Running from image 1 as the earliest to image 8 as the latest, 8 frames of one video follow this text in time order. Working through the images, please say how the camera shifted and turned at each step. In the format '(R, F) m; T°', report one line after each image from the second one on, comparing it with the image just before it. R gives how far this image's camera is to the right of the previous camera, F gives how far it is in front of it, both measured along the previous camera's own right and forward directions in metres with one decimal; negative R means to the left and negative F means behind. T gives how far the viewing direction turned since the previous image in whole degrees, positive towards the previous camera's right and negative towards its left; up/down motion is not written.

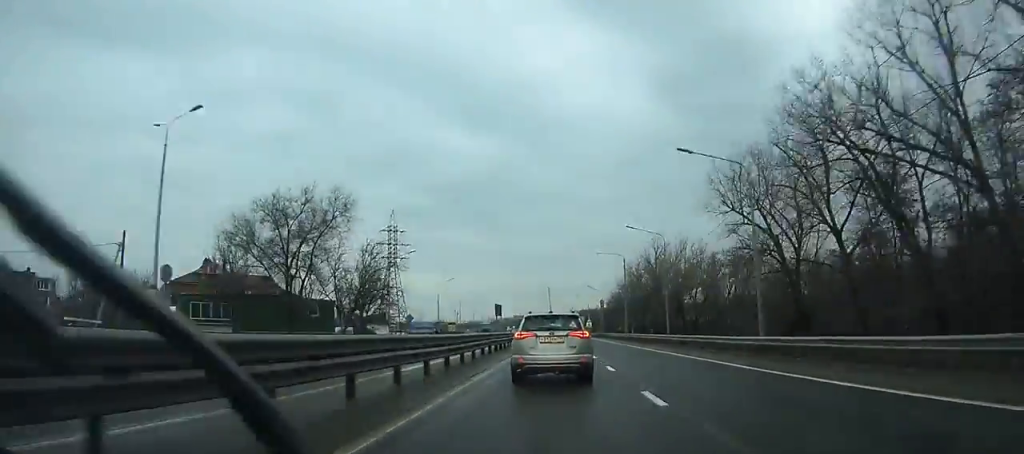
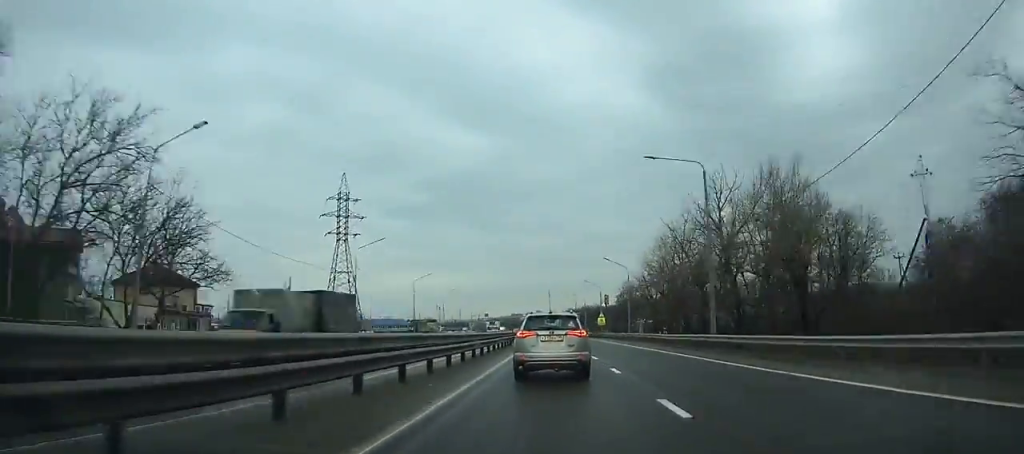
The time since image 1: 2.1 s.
(-0.1, +42.1) m; -1°
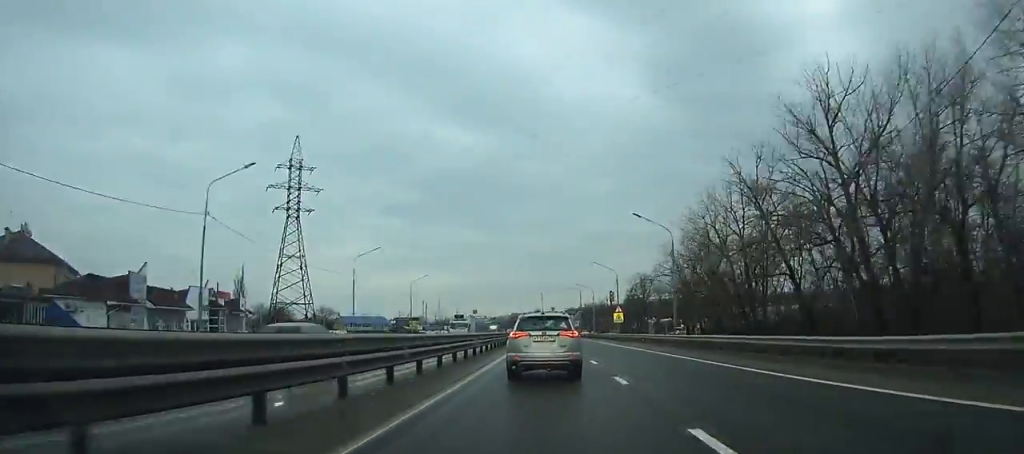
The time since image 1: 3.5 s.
(-0.2, +27.8) m; -1°
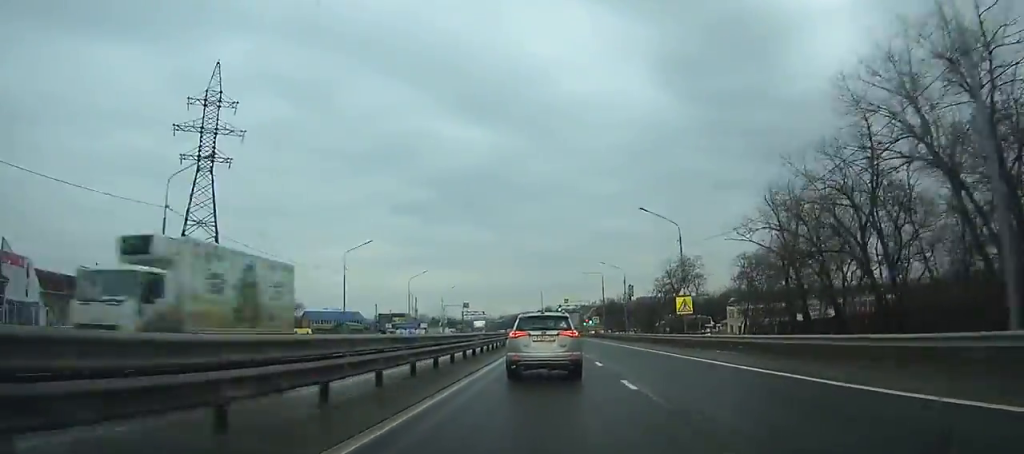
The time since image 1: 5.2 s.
(-0.1, +33.8) m; -1°
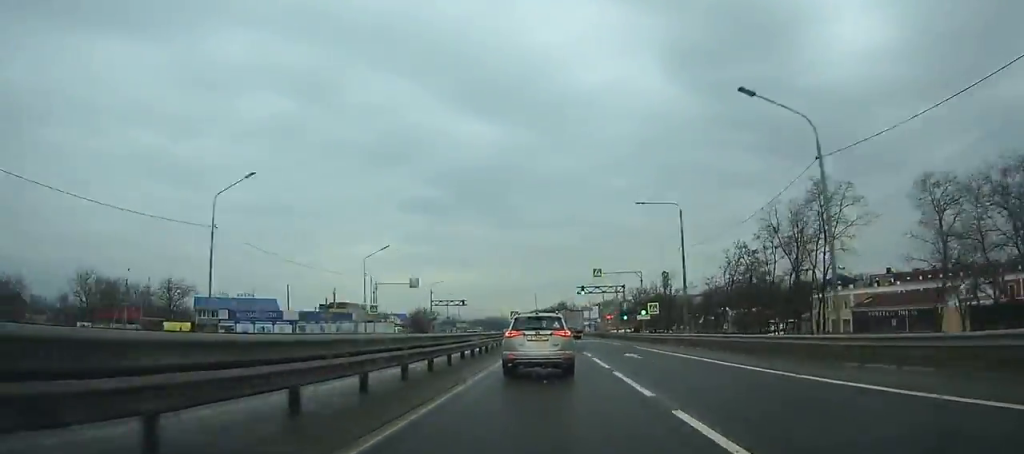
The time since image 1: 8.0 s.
(-0.8, +55.3) m; -2°
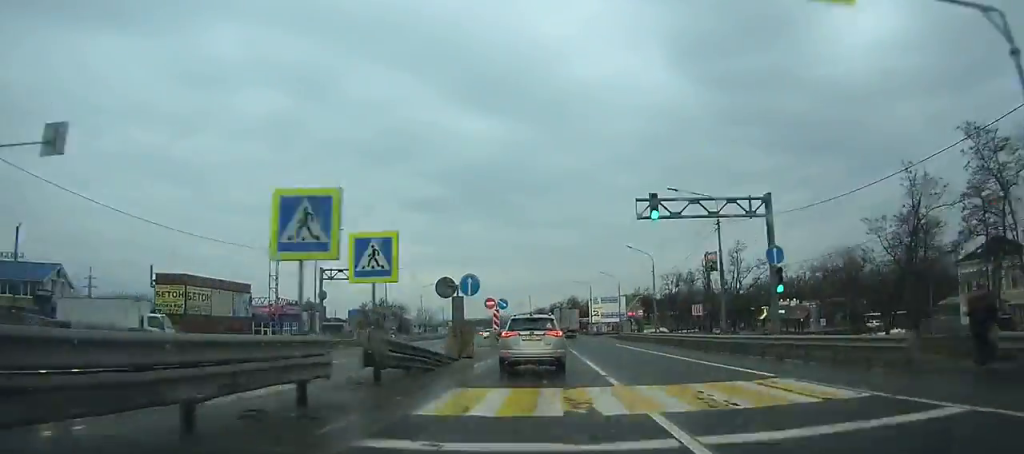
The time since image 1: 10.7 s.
(-0.8, +53.1) m; -1°
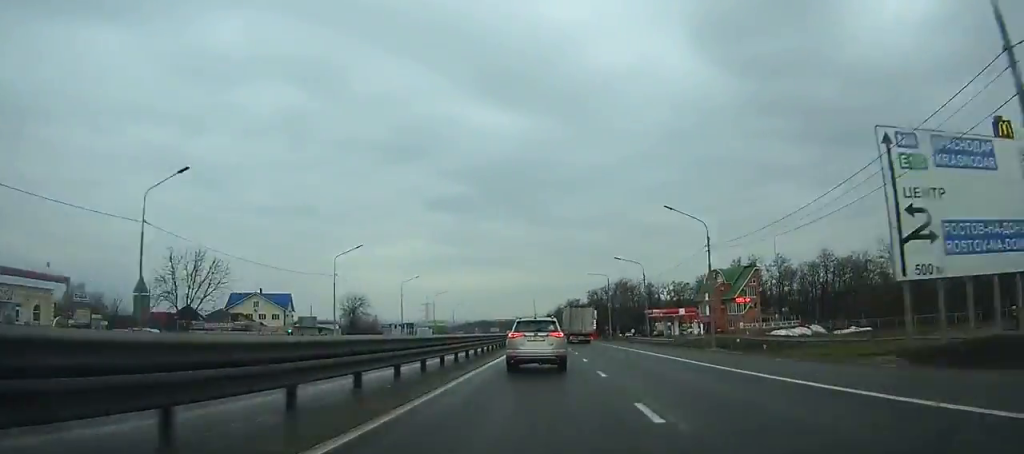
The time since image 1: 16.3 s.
(-2.2, +110.4) m; -2°
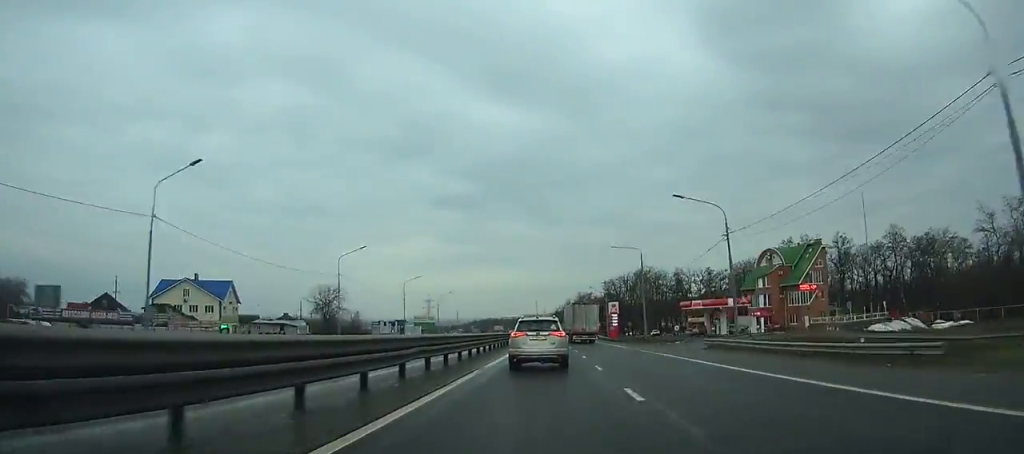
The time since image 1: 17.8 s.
(-0.2, +29.9) m; -1°
